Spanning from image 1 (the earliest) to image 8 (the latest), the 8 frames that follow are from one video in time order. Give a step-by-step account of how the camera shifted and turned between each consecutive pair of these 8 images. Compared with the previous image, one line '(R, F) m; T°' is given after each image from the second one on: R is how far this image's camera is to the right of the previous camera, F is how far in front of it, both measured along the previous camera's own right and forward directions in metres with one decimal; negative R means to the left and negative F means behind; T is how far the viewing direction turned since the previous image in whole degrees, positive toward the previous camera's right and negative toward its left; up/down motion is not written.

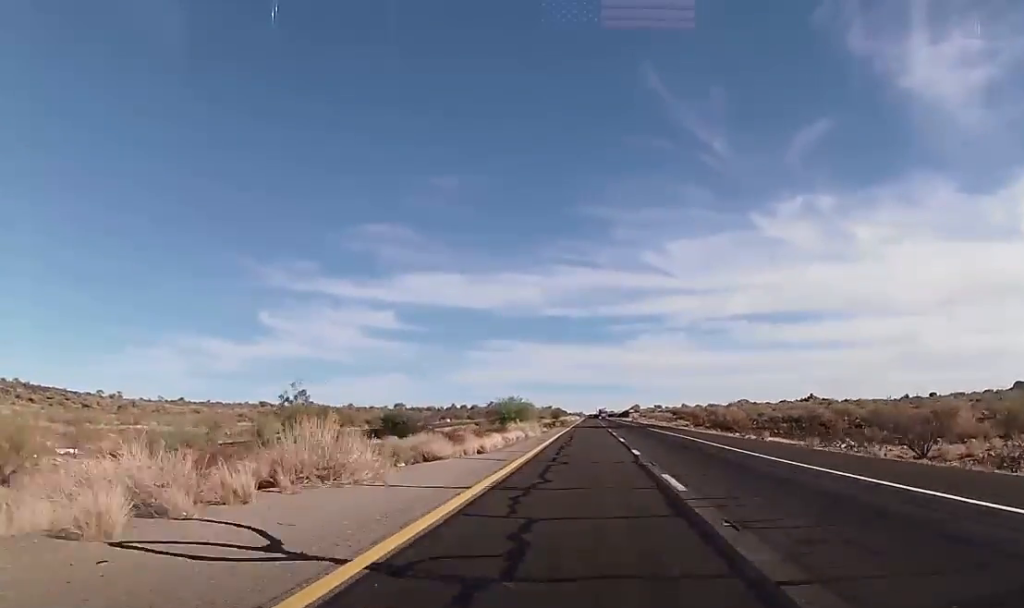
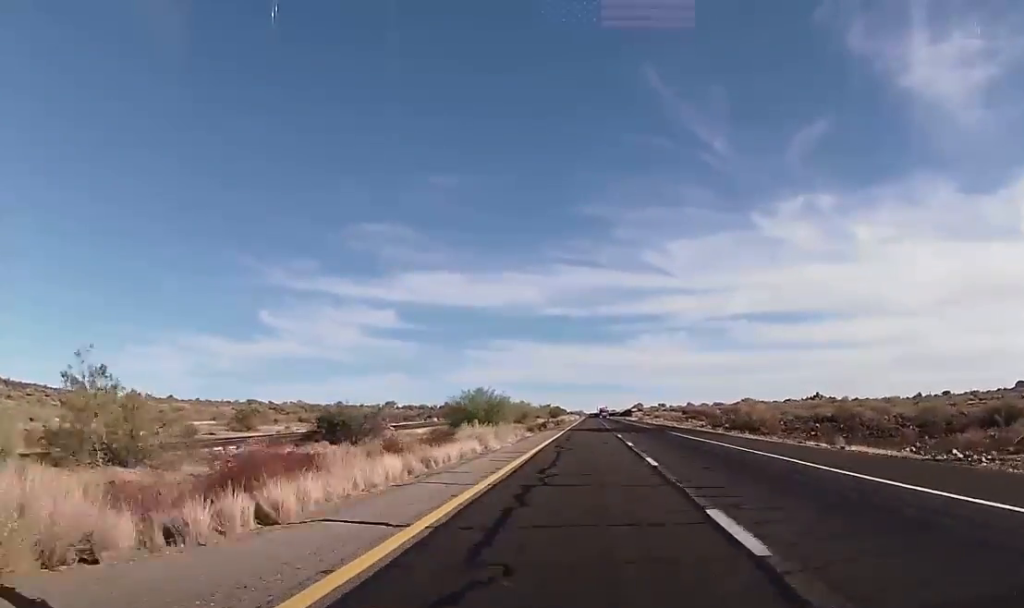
(+0.1, +18.6) m; 0°
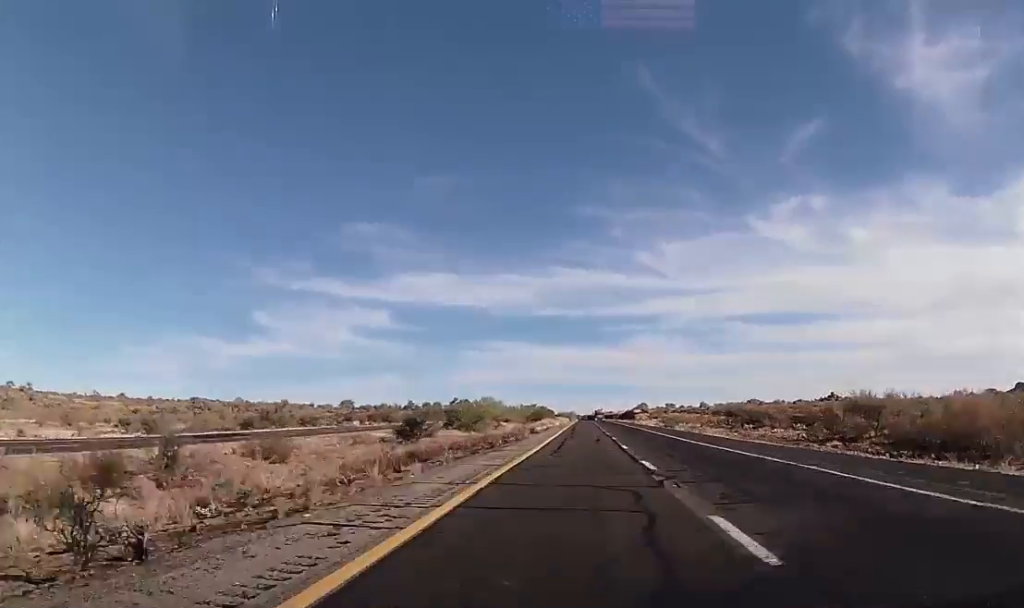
(-1.0, +61.5) m; -1°
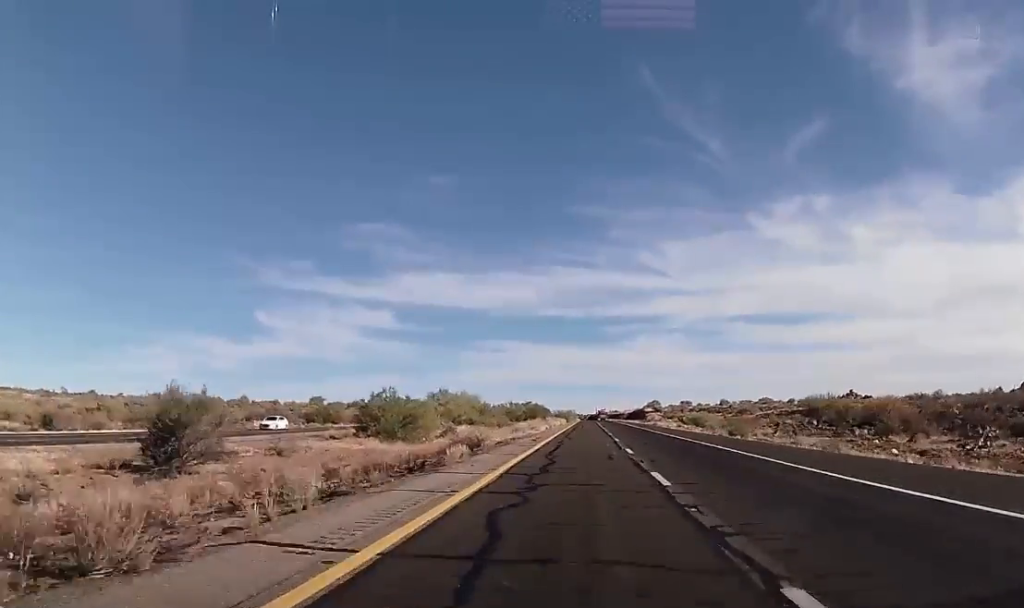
(+0.6, +40.3) m; +1°
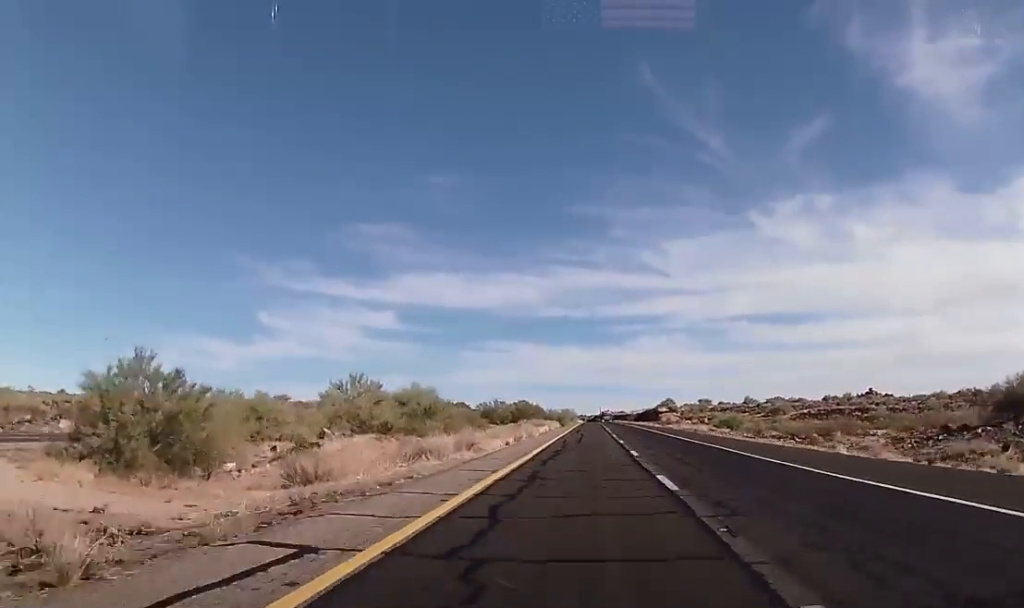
(0.0, +36.8) m; 0°
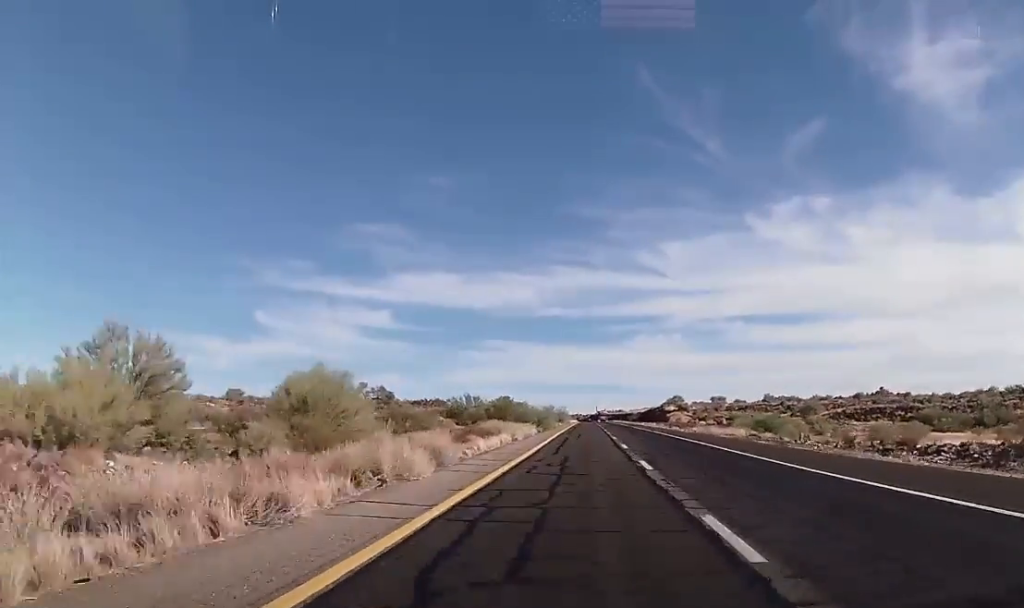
(0.0, +31.1) m; 0°
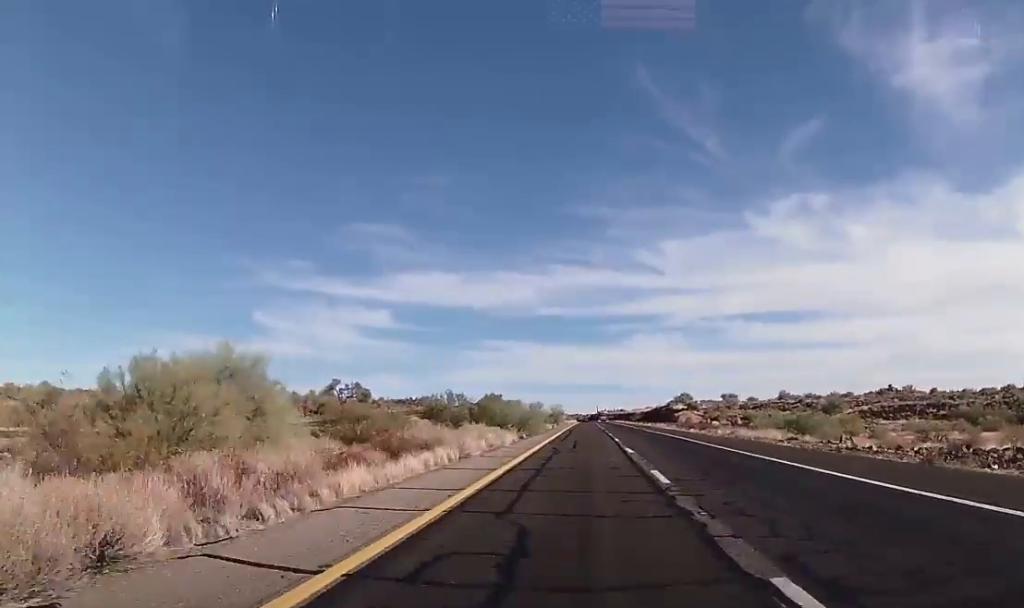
(0.0, +16.2) m; 0°
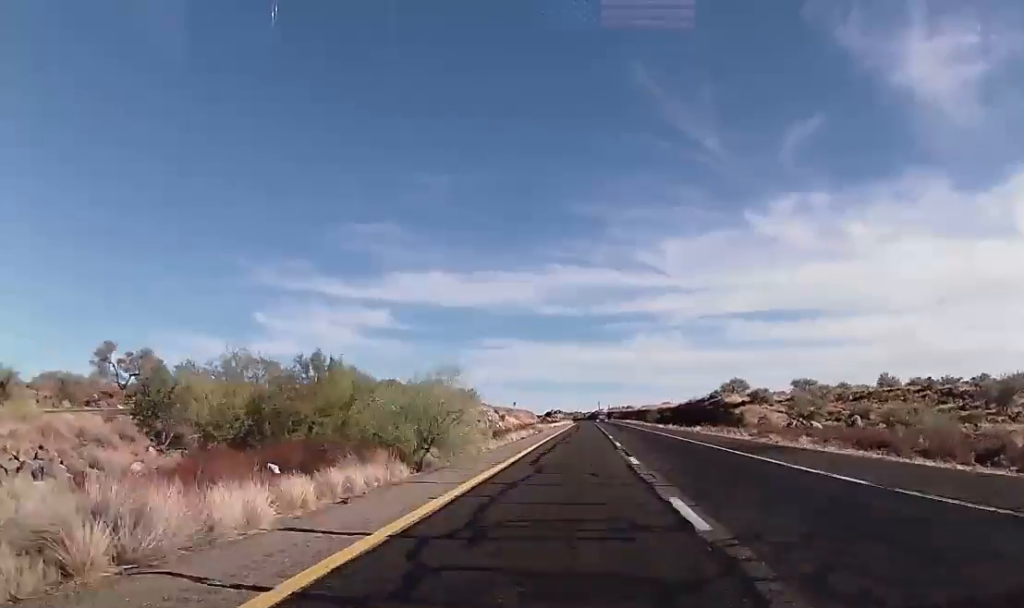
(-0.3, +66.2) m; 0°
